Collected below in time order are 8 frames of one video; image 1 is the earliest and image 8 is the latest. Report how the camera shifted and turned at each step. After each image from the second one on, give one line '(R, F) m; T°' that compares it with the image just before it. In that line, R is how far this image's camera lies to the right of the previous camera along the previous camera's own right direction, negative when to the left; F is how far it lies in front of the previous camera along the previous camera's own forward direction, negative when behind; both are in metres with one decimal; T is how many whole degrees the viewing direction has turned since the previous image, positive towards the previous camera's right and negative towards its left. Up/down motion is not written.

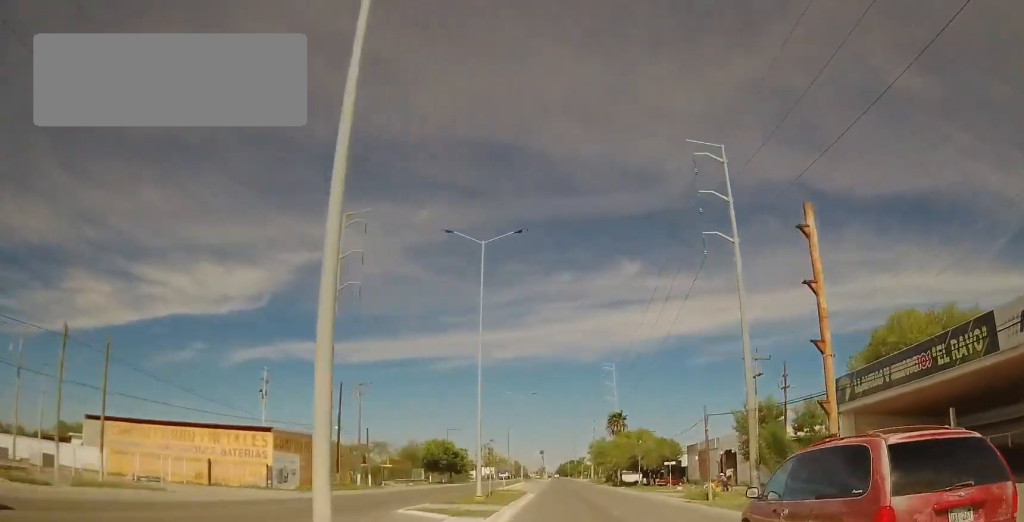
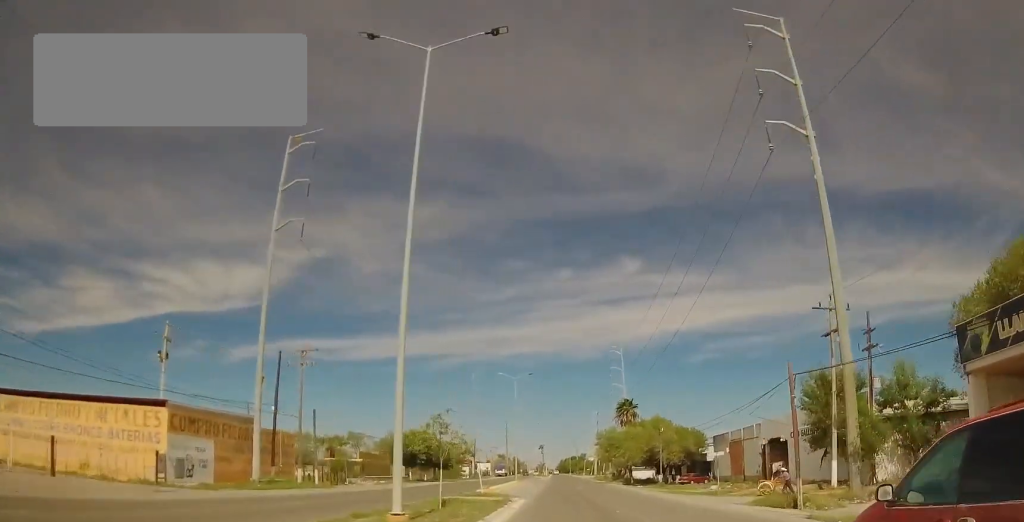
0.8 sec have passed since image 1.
(+0.3, +15.1) m; 0°
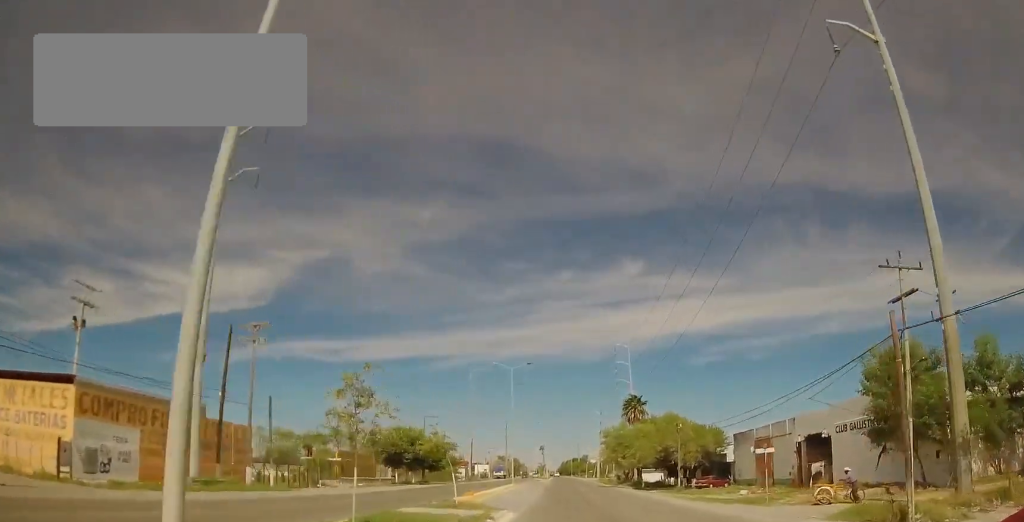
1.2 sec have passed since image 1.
(0.0, +8.6) m; 0°
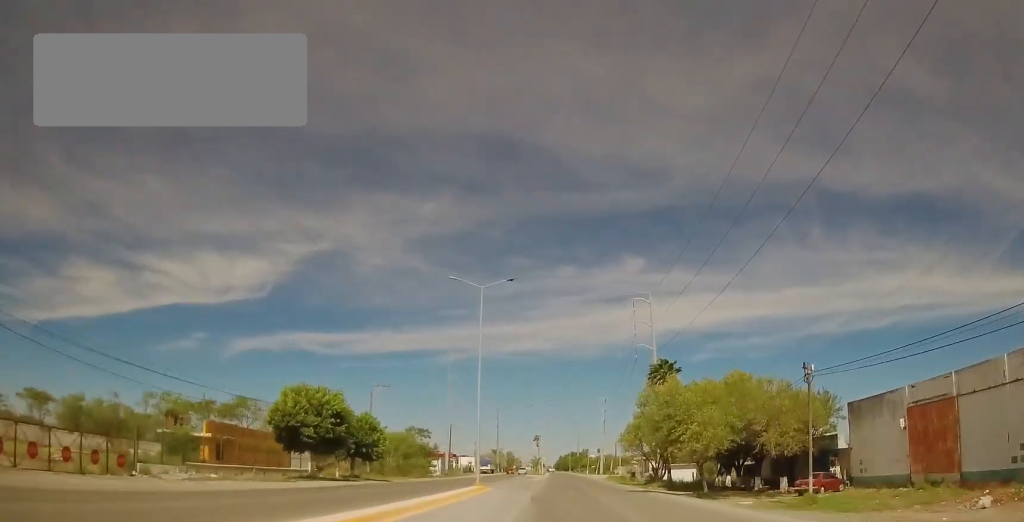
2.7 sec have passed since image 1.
(-0.6, +29.1) m; 0°
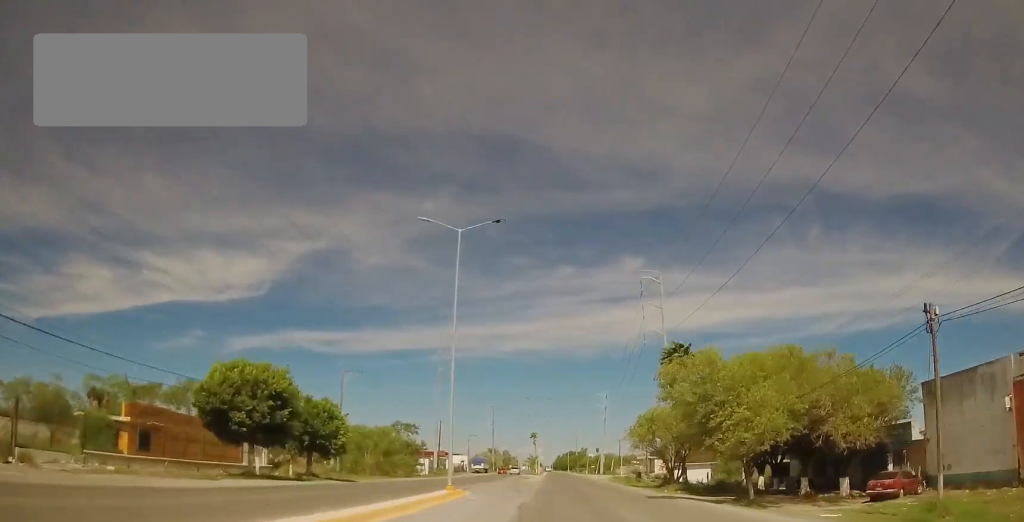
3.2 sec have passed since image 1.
(0.0, +9.8) m; +1°
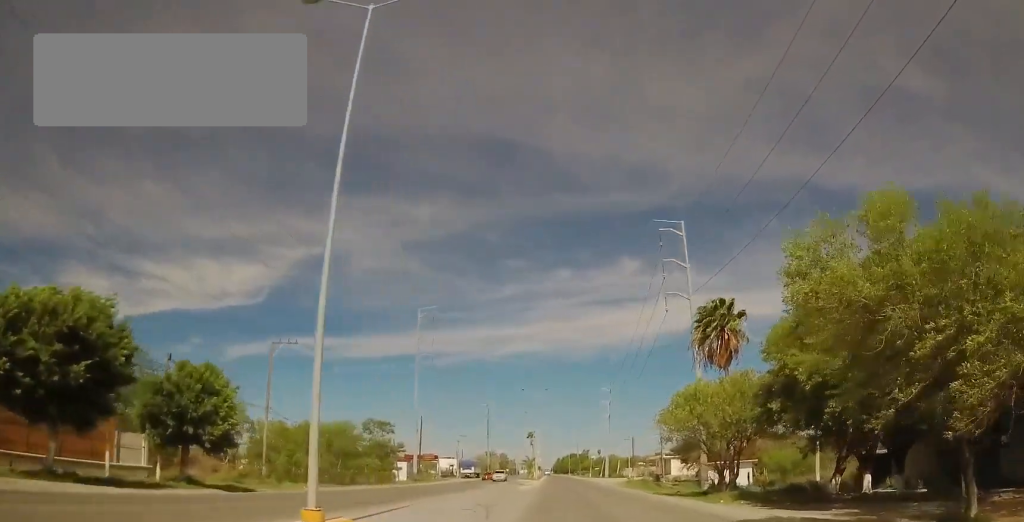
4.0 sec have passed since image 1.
(+0.4, +16.7) m; 0°
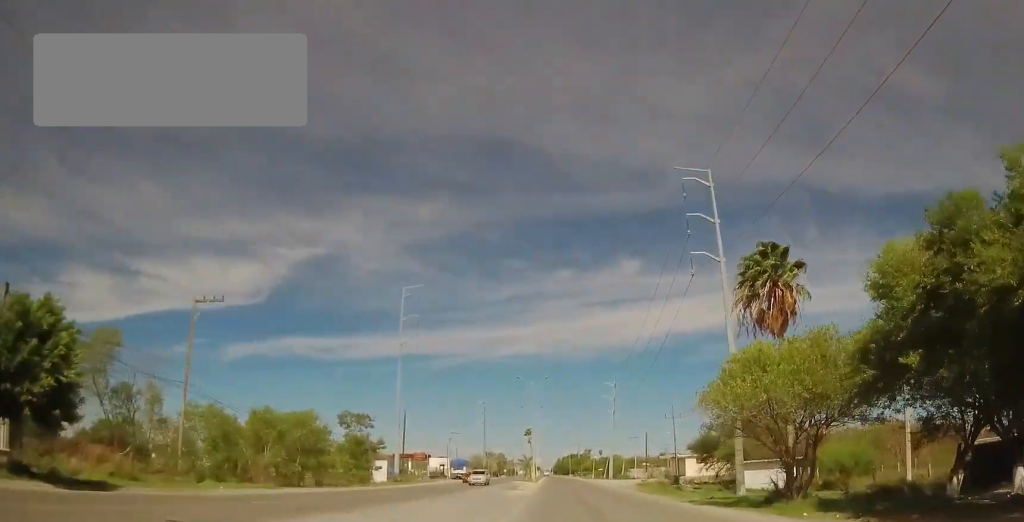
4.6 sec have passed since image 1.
(-0.3, +11.5) m; -1°
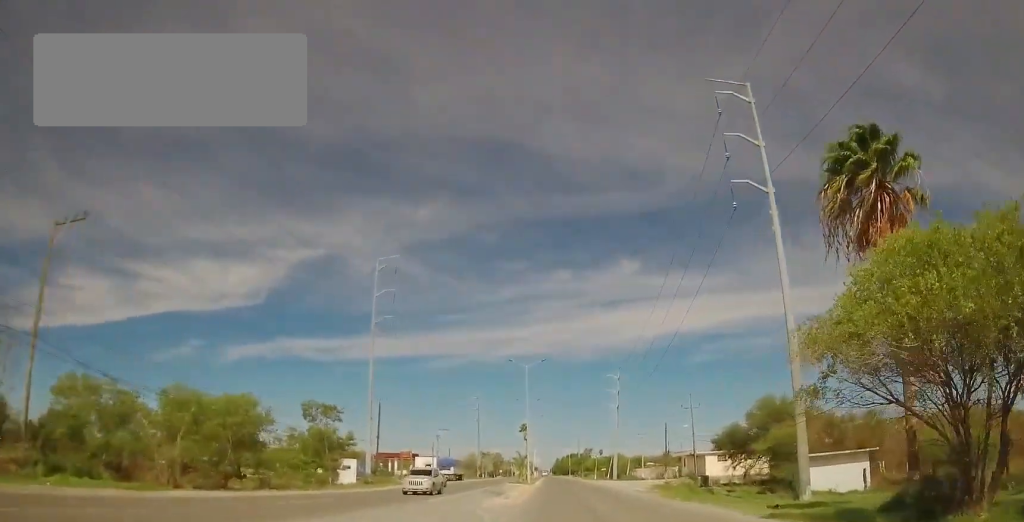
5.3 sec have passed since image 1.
(-0.1, +12.9) m; 0°
